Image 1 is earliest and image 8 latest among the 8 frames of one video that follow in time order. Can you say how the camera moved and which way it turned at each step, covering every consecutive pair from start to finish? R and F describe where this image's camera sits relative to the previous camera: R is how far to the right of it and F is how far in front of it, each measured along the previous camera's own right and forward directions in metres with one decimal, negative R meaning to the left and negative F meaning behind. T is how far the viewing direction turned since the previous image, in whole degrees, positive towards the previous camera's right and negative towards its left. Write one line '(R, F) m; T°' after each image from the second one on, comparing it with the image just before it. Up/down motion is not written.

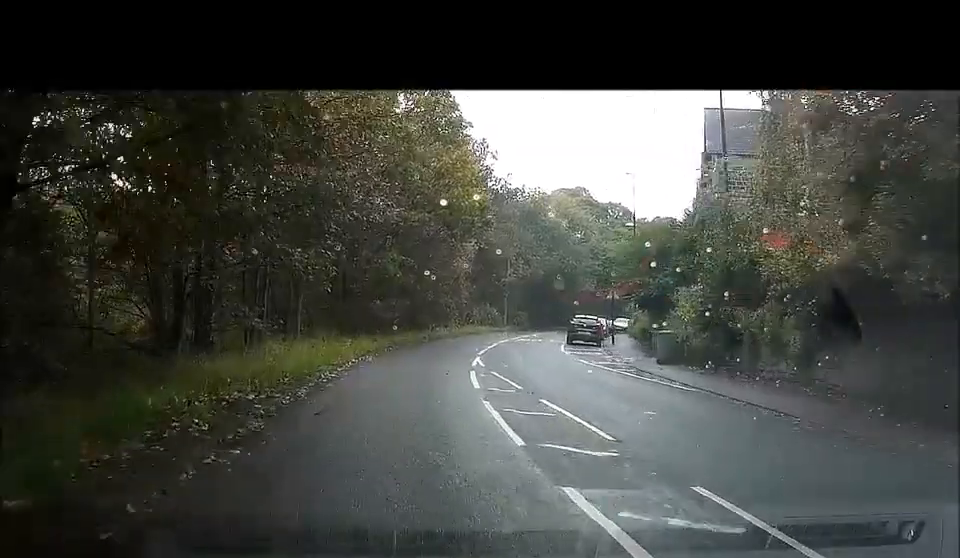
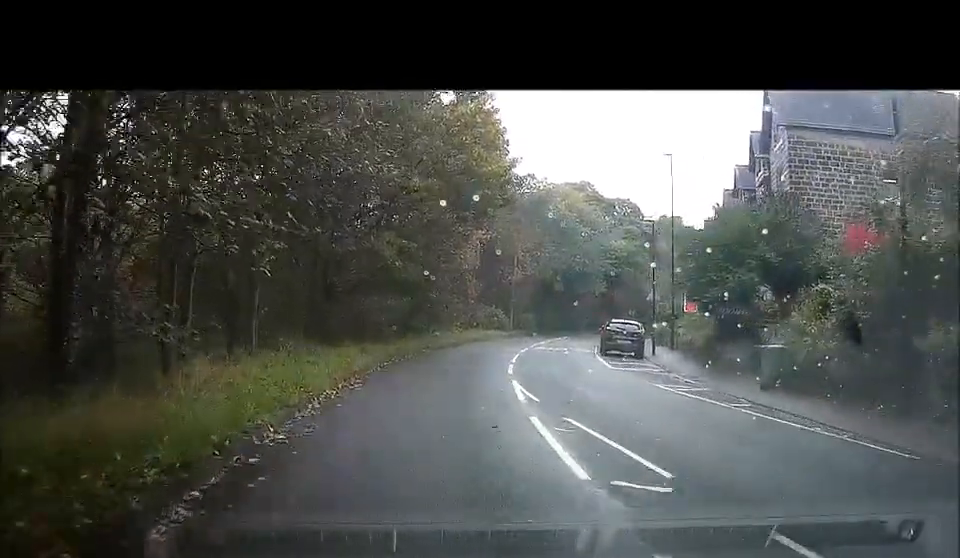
(0.0, +6.5) m; +1°
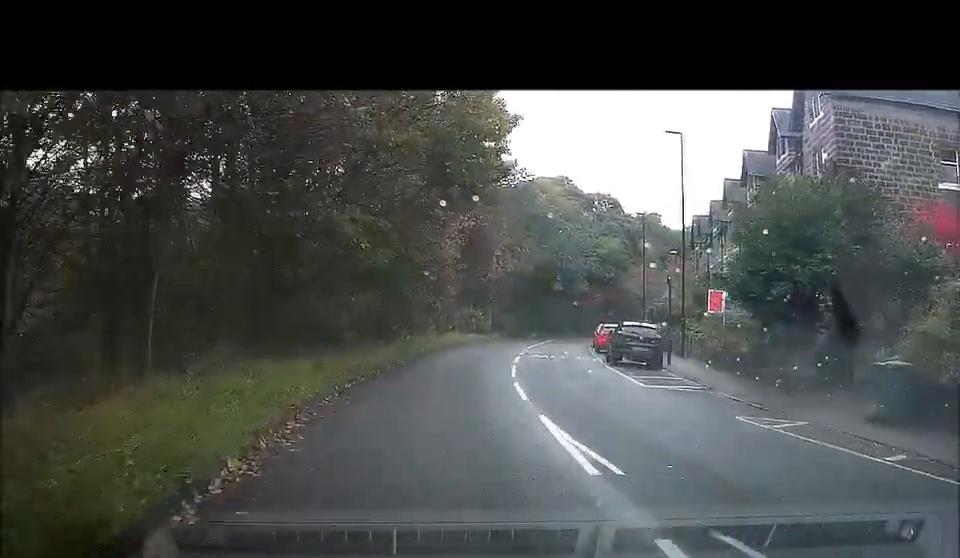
(0.0, +4.7) m; +2°
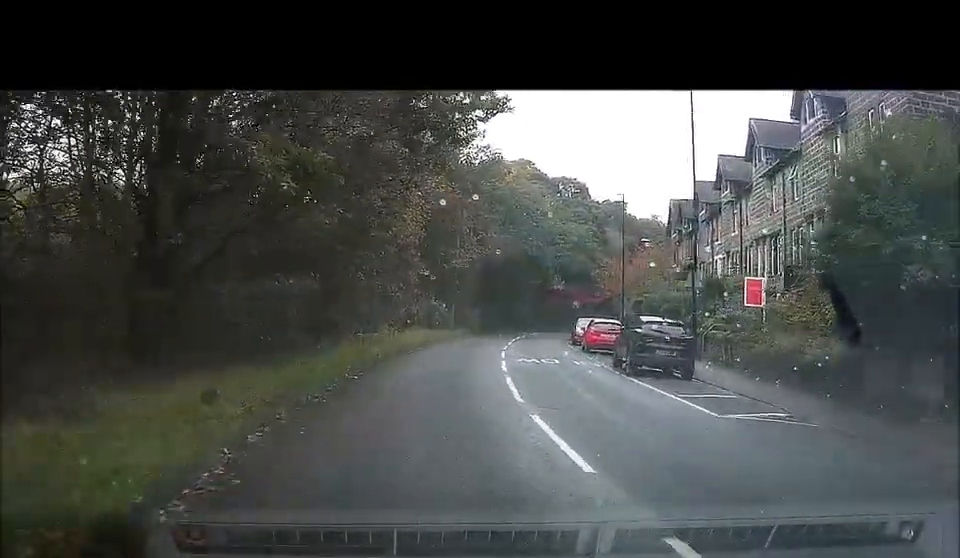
(+0.2, +5.4) m; +3°
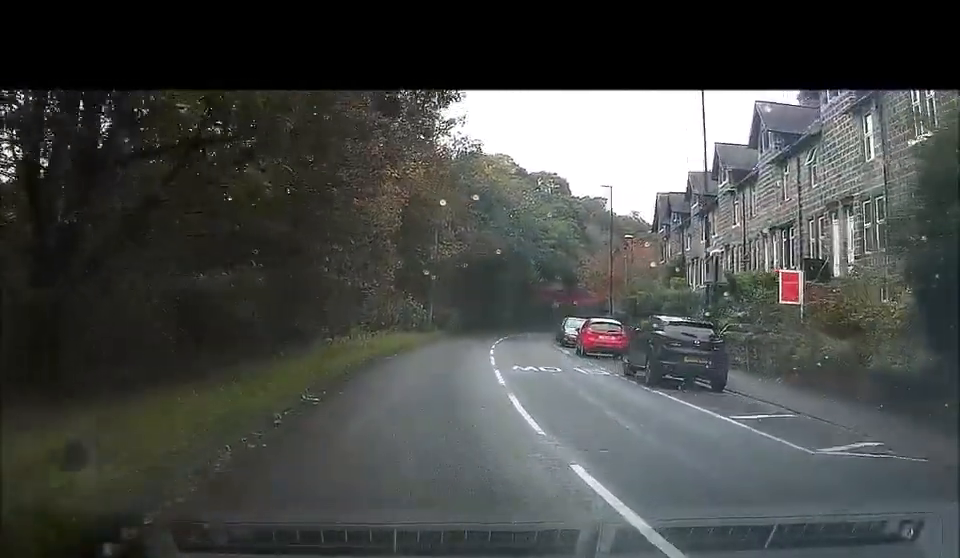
(0.0, +3.0) m; +2°
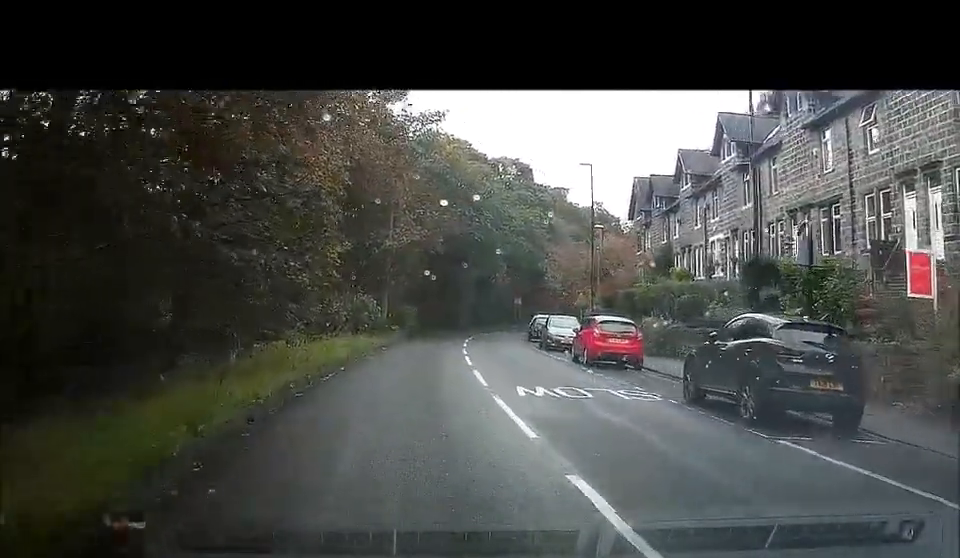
(+0.1, +5.9) m; +3°
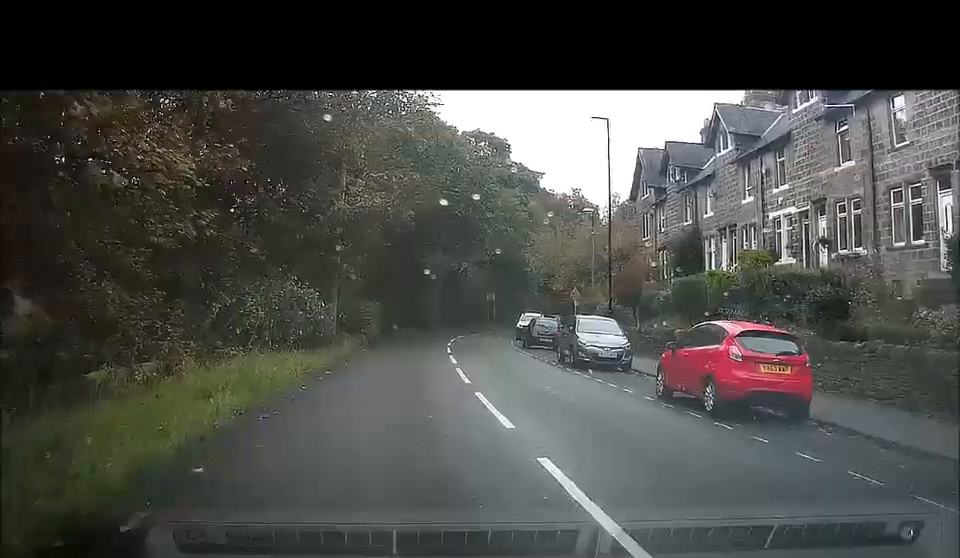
(+0.5, +10.0) m; +5°
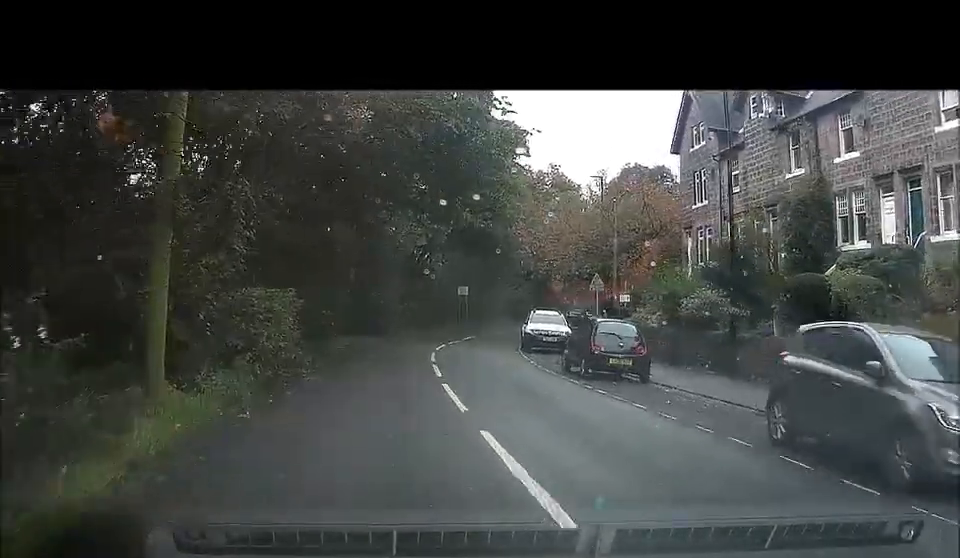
(+1.6, +15.6) m; +8°
